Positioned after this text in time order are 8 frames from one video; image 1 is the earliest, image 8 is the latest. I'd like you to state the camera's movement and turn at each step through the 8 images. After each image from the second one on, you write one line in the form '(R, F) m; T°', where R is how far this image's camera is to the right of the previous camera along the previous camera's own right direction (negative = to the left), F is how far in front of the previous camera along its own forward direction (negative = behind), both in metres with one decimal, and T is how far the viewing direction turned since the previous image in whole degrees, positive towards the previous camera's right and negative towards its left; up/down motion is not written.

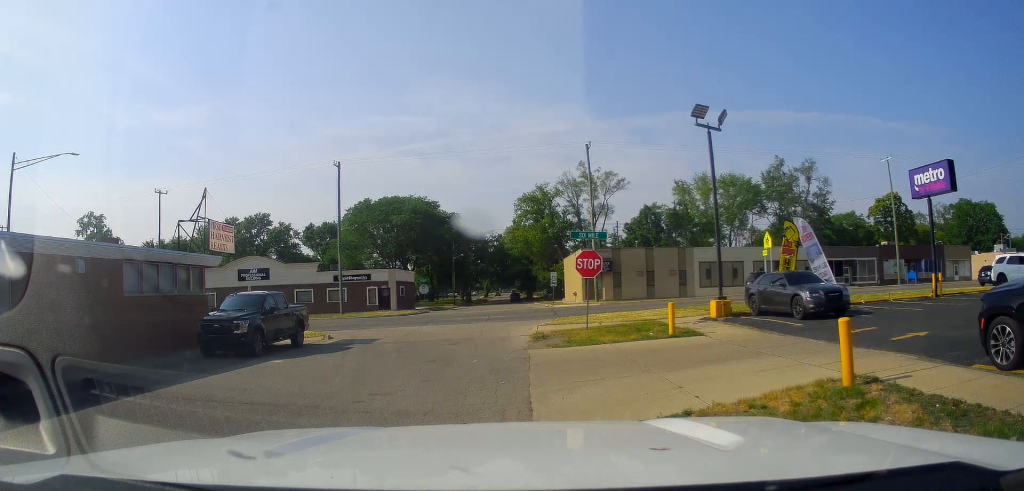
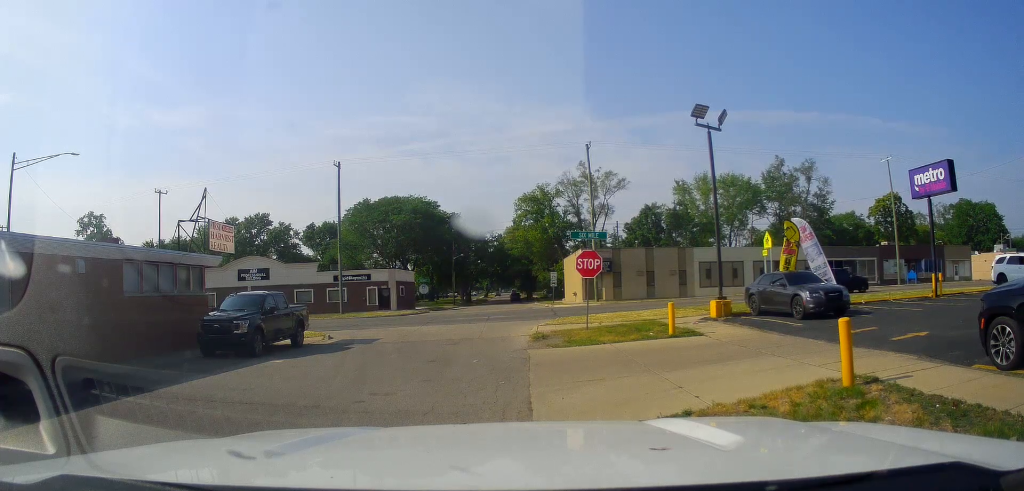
(0.0, 0.0) m; 0°
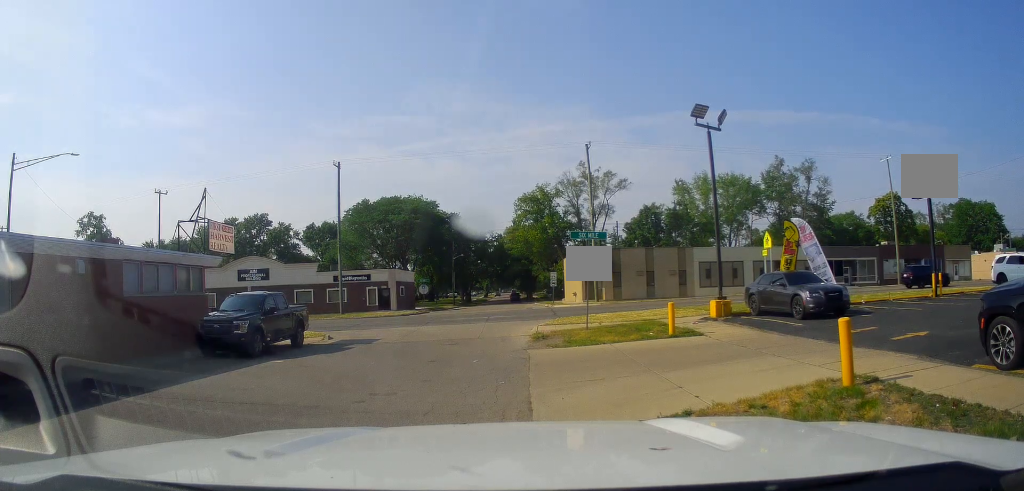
(0.0, 0.0) m; 0°
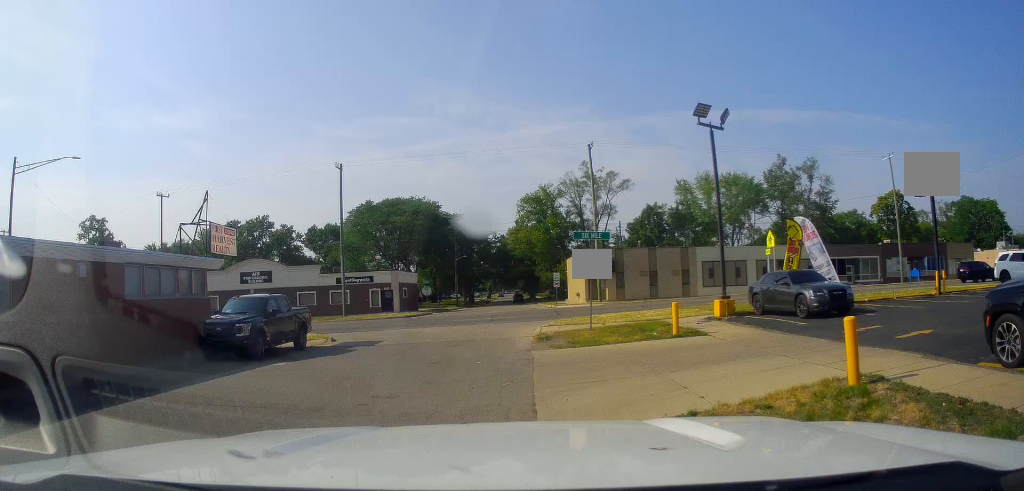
(0.0, 0.0) m; 0°
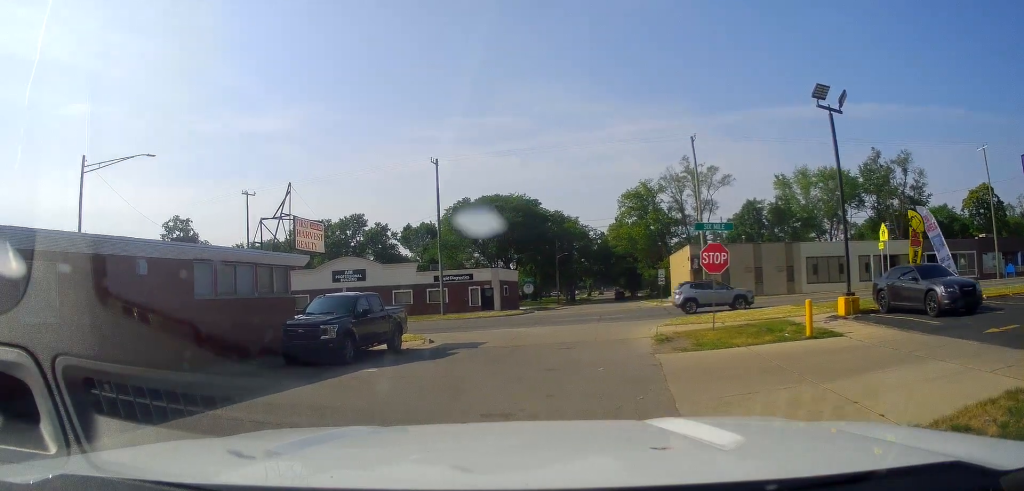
(0.0, +0.4) m; 0°
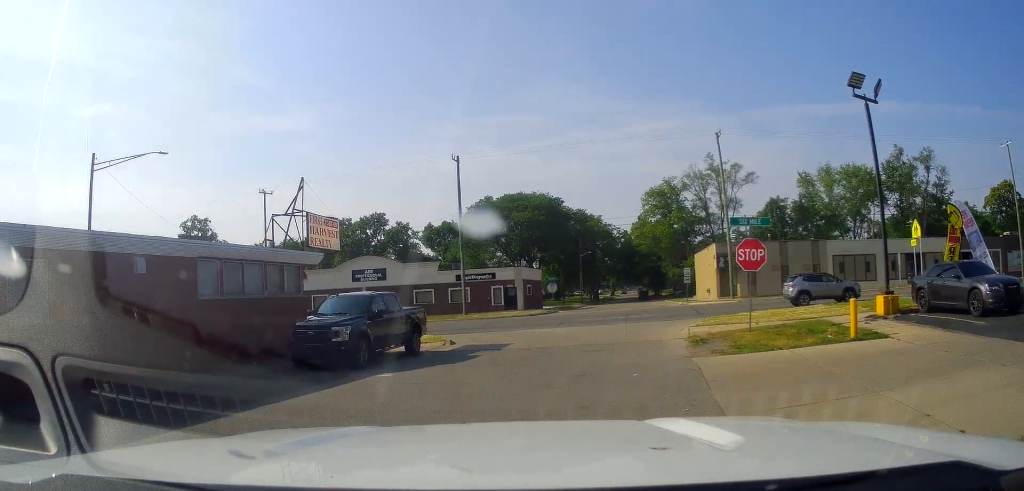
(0.0, +0.5) m; 0°
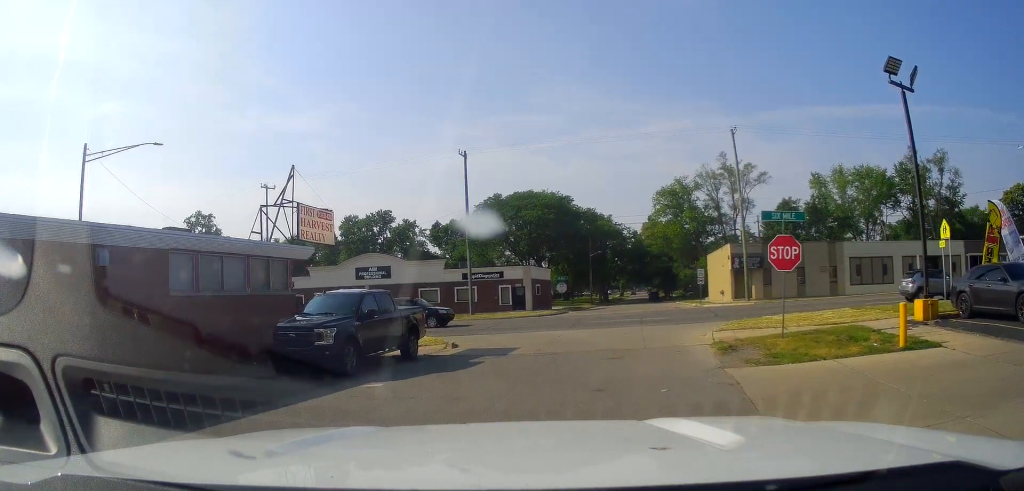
(0.0, +1.3) m; +2°
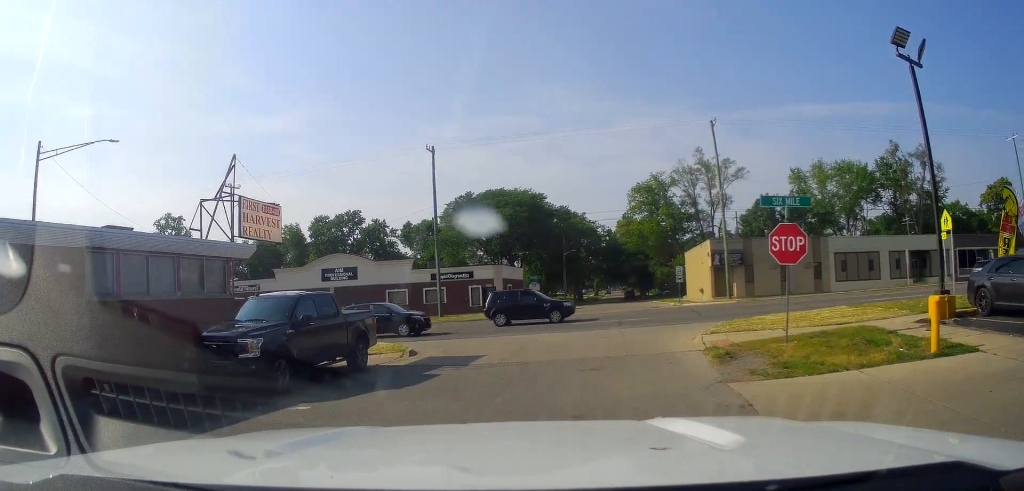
(-0.1, +1.8) m; +4°
